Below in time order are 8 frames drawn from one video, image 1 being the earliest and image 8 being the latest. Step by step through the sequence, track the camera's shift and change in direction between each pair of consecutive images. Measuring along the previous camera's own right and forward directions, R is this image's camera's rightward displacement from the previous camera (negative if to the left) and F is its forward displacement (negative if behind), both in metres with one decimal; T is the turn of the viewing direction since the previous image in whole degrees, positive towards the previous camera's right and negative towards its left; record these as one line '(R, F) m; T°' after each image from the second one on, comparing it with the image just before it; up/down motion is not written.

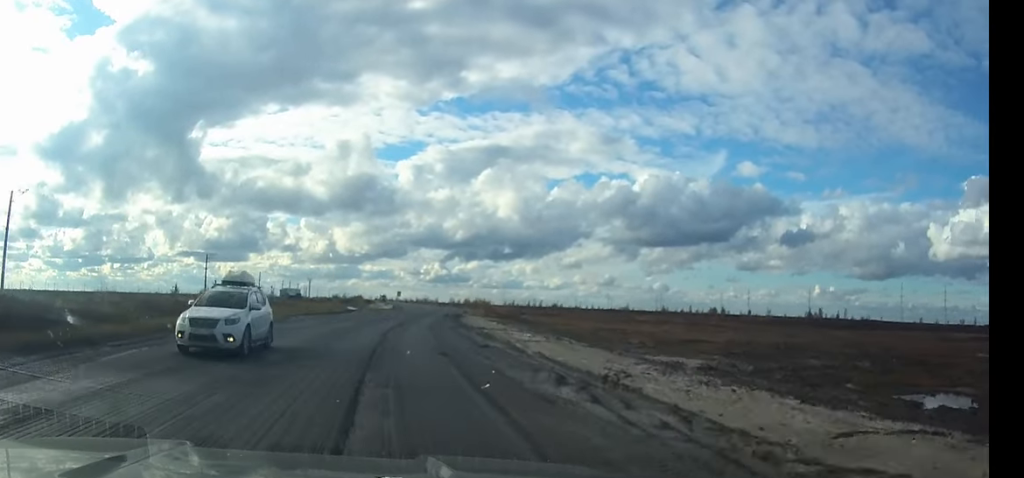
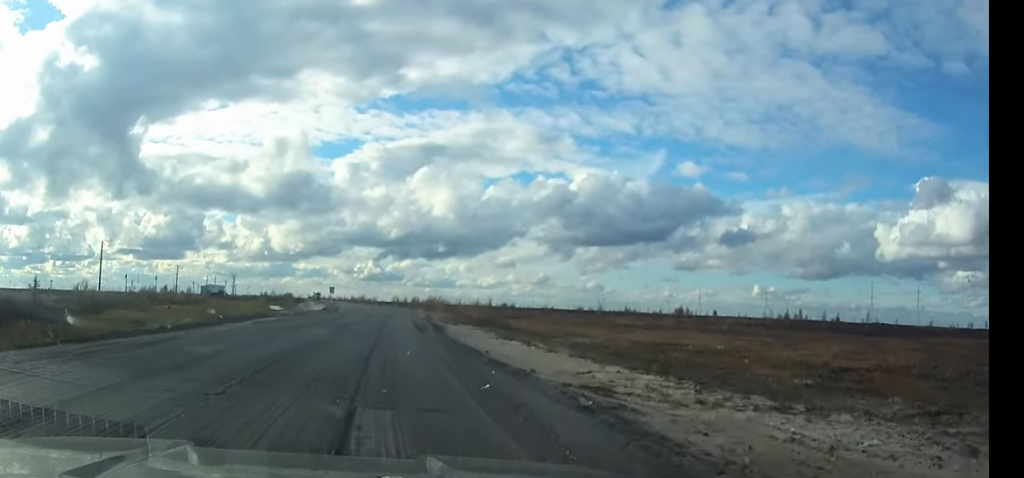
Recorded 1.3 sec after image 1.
(+1.2, +31.9) m; +3°
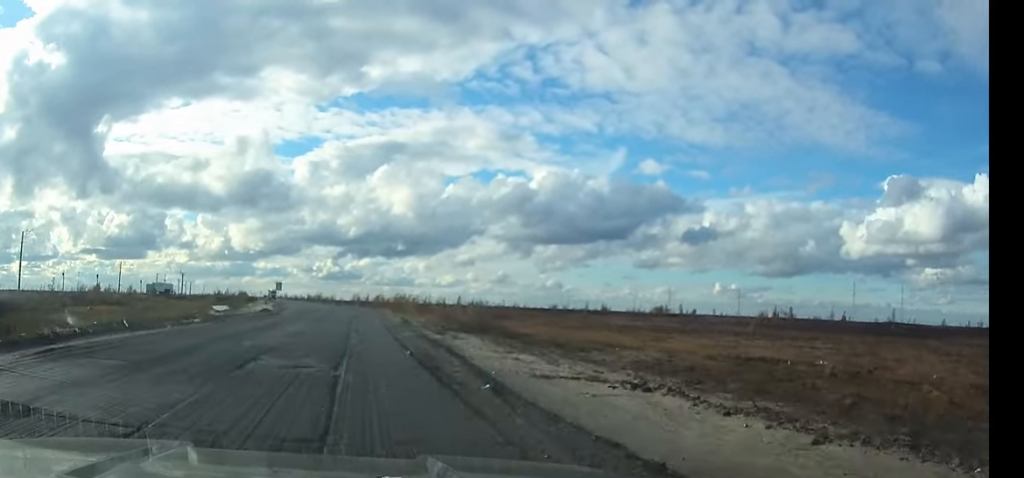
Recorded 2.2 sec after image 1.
(+0.4, +18.9) m; +1°
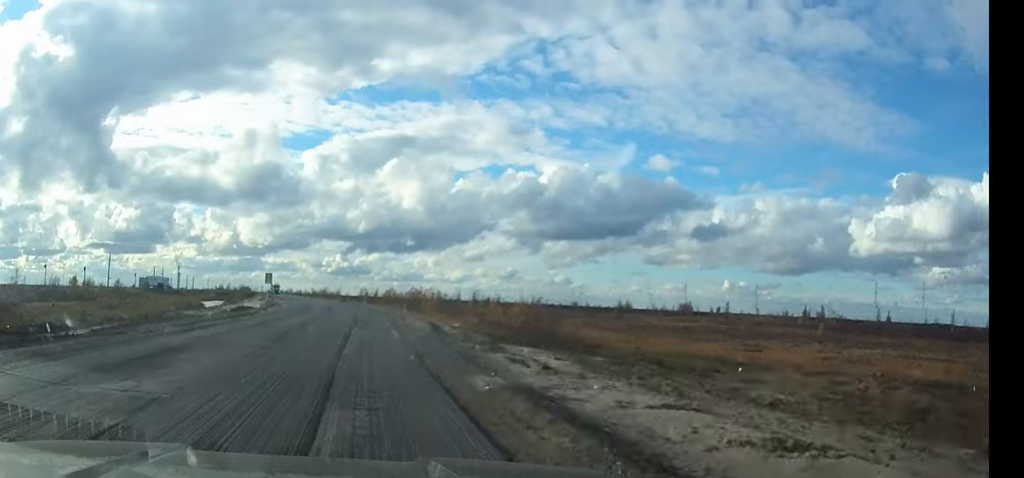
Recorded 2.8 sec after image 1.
(+0.2, +15.6) m; 0°
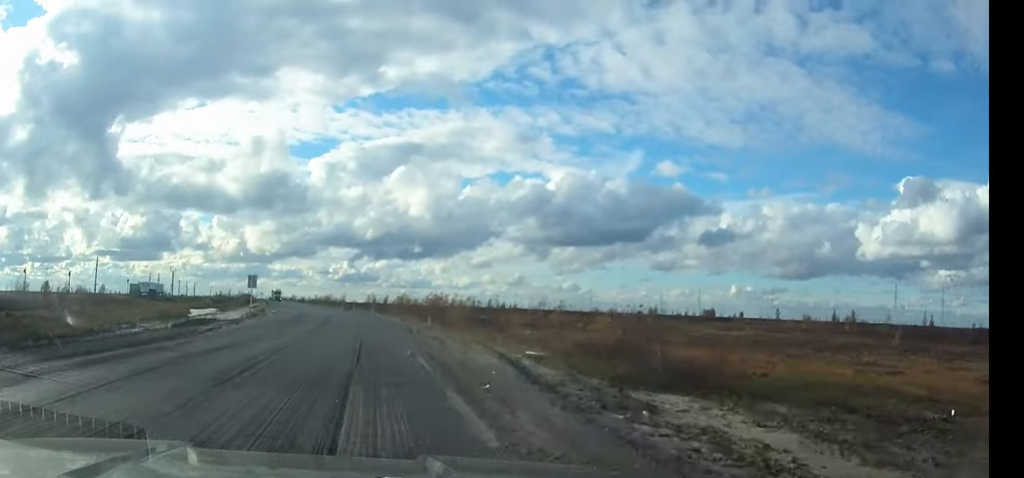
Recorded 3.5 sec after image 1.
(-0.1, +14.3) m; -1°
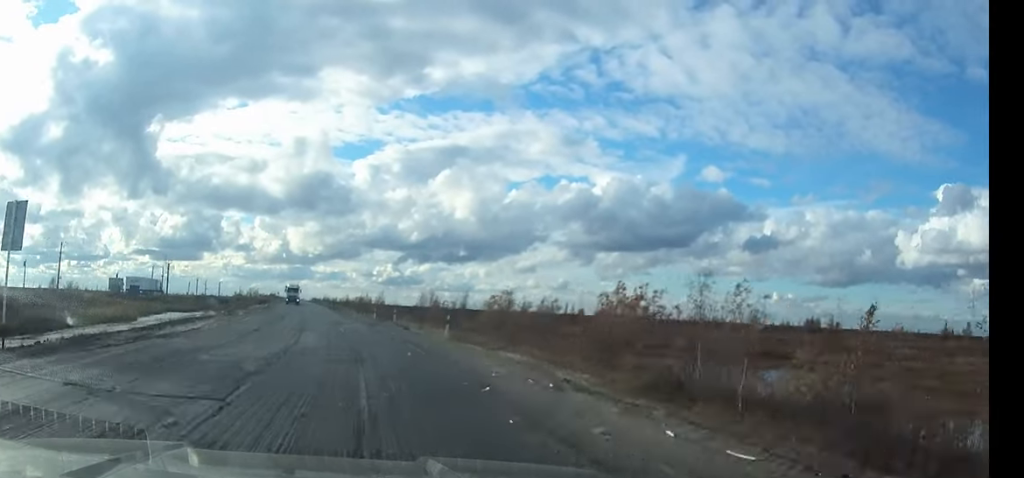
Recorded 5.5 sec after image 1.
(-1.1, +44.6) m; -4°
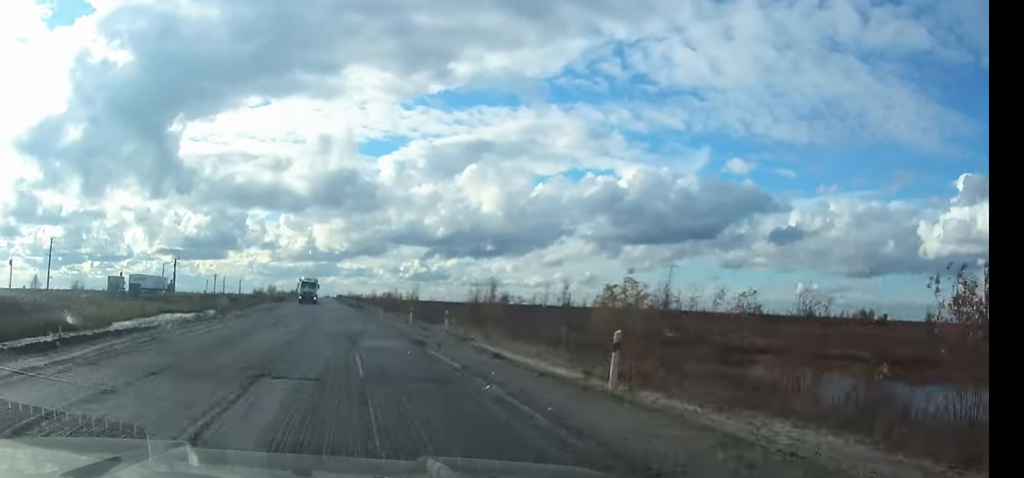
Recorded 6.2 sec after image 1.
(-0.3, +14.7) m; -1°
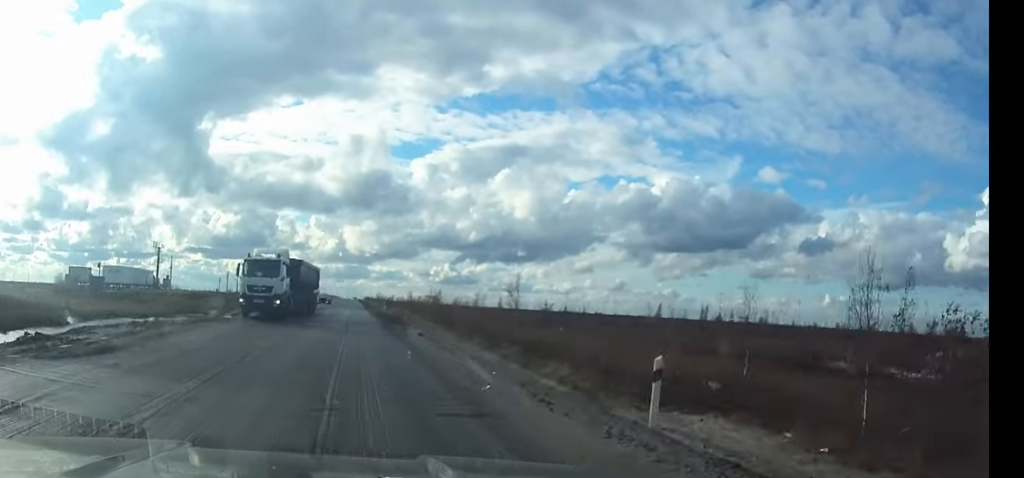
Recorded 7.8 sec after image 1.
(-0.8, +30.6) m; -2°
